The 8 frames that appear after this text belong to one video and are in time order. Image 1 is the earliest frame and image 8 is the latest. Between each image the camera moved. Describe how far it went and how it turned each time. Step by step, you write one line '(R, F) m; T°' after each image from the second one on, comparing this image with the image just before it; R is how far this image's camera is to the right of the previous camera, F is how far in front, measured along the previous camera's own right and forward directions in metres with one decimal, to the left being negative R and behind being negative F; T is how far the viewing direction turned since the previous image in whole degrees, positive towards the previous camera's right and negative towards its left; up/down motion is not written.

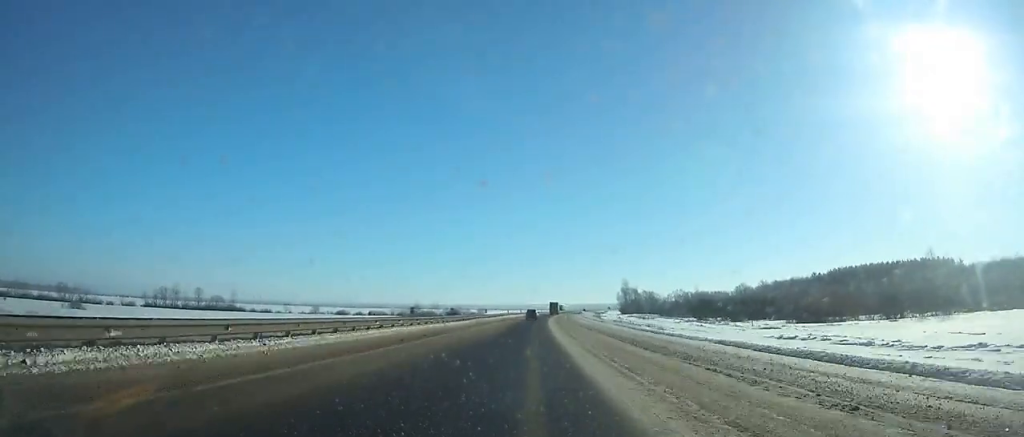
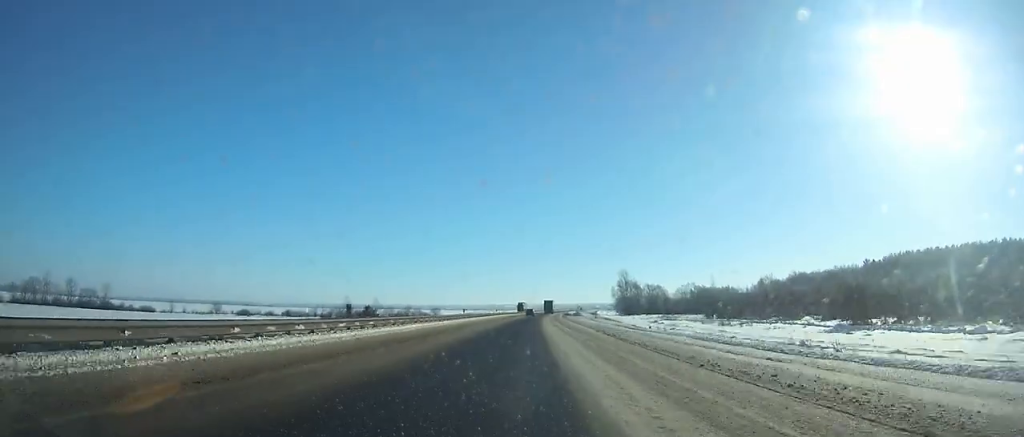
(+1.7, +85.3) m; +2°
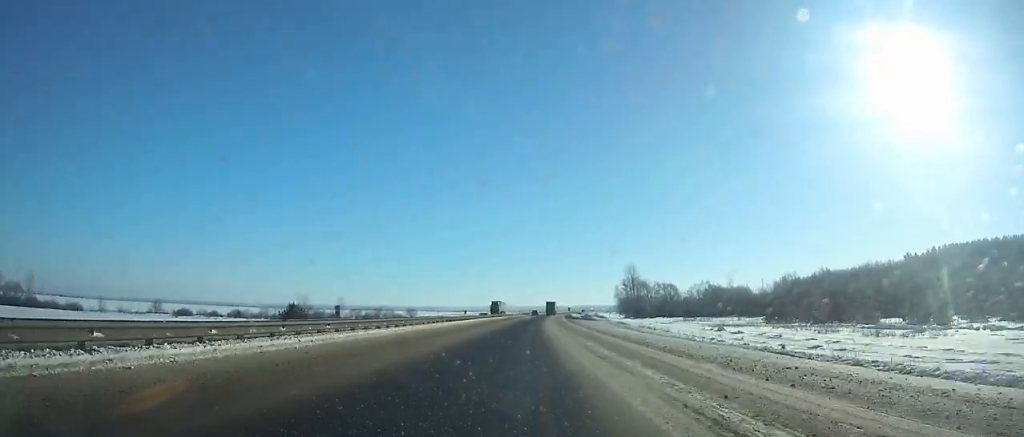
(+0.2, +39.7) m; +1°
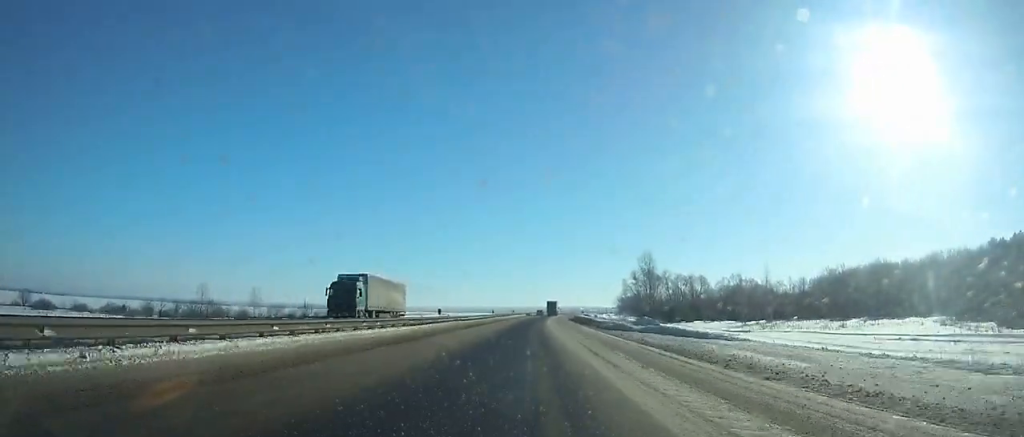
(+0.8, +62.5) m; +2°
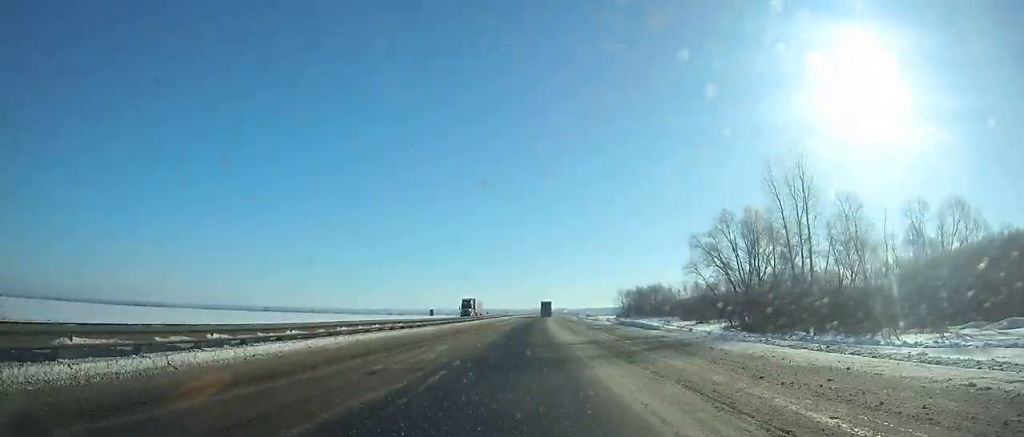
(+3.8, +129.2) m; +3°
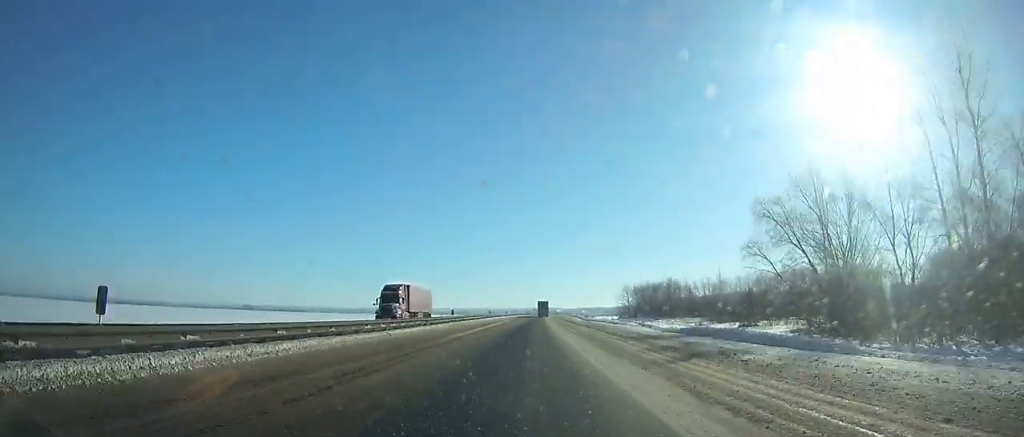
(+0.1, +29.5) m; +1°
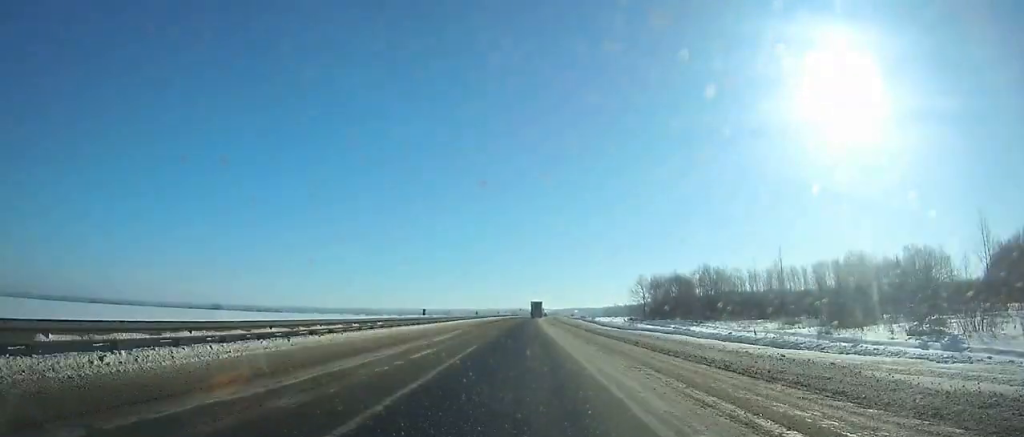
(+0.6, +44.4) m; +1°
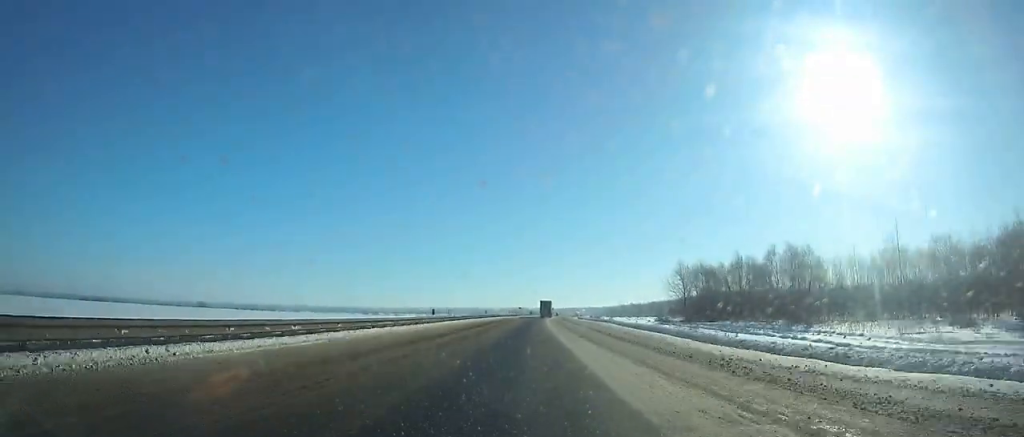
(+0.2, +35.5) m; +1°
